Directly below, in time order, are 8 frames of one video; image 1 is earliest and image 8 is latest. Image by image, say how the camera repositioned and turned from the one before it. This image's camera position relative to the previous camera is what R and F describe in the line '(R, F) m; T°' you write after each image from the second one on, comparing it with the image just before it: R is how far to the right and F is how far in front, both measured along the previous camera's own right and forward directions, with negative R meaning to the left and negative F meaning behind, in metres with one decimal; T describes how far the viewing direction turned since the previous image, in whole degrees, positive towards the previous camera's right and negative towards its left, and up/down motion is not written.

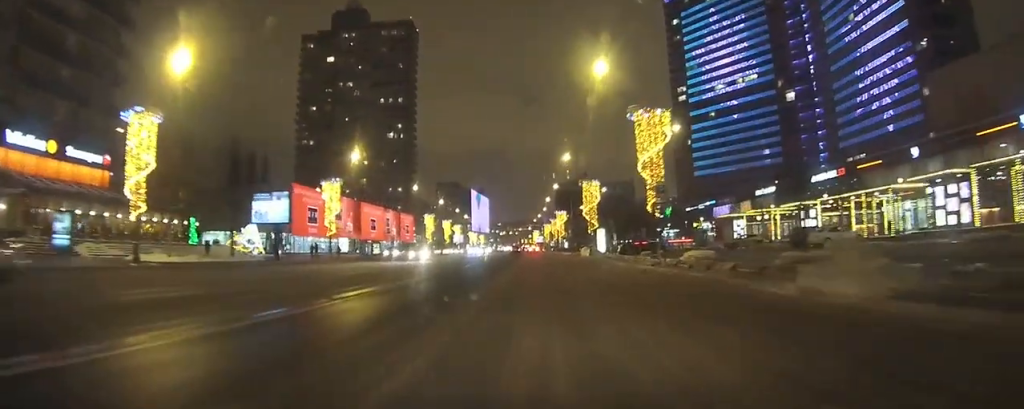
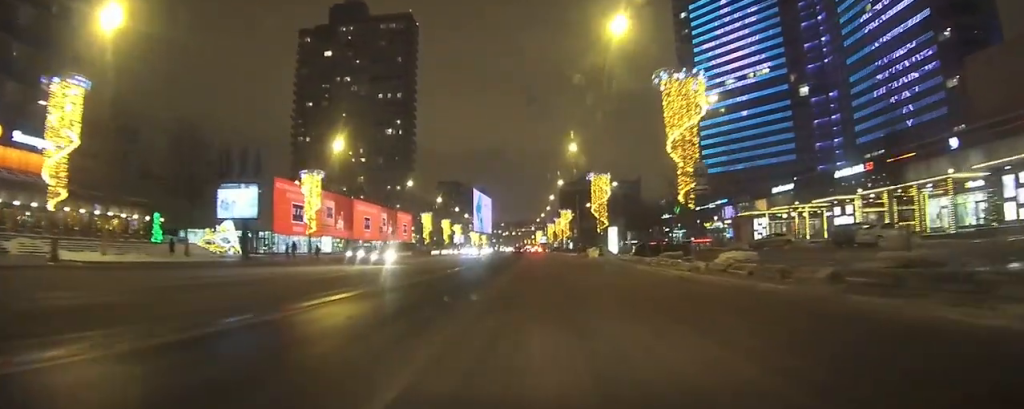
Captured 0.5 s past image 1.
(0.0, +5.3) m; +1°
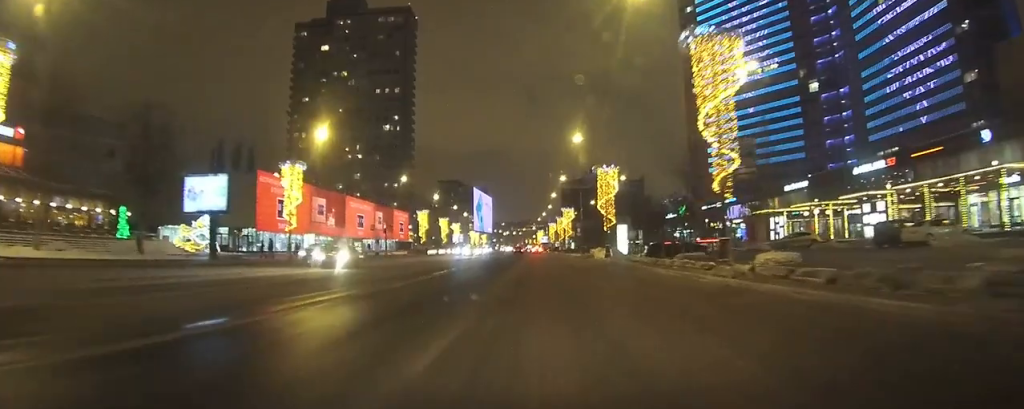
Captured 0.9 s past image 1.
(+0.2, +4.5) m; -1°
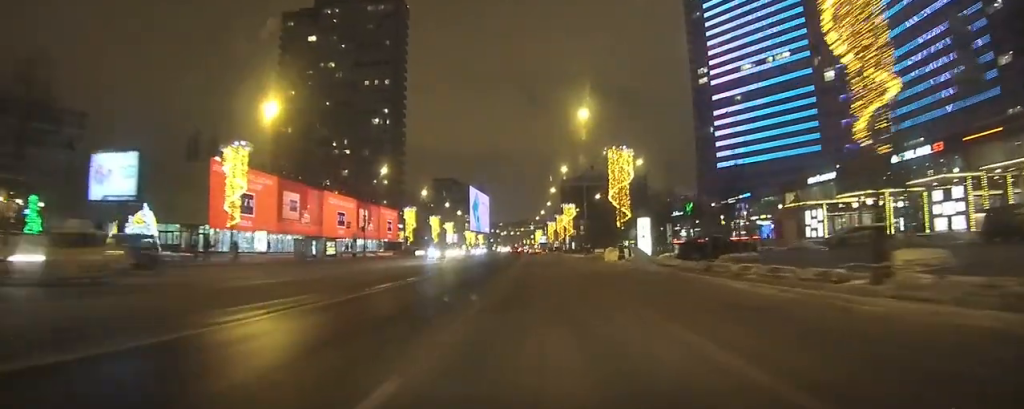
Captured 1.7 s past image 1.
(0.0, +9.3) m; -2°
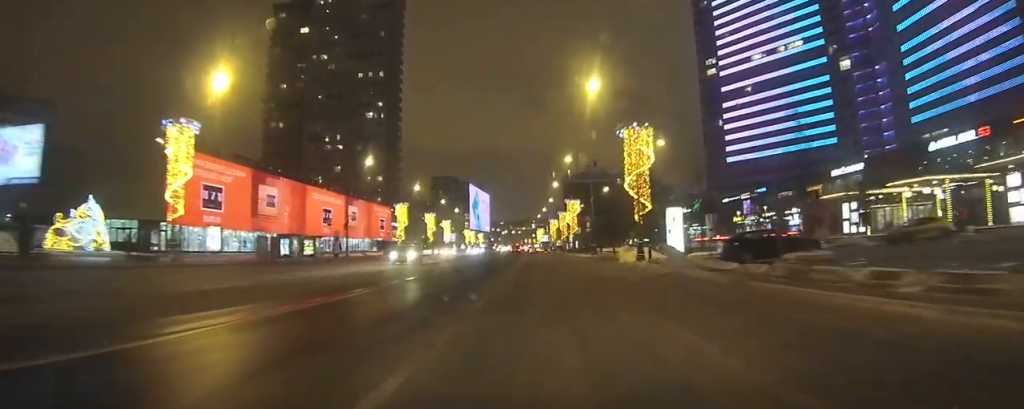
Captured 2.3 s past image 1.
(-0.5, +7.5) m; -2°
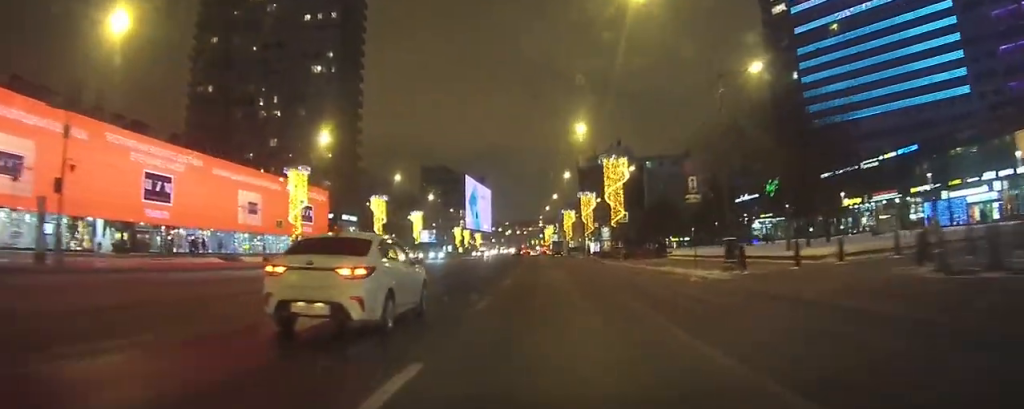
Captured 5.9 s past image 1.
(-0.3, +47.6) m; -3°
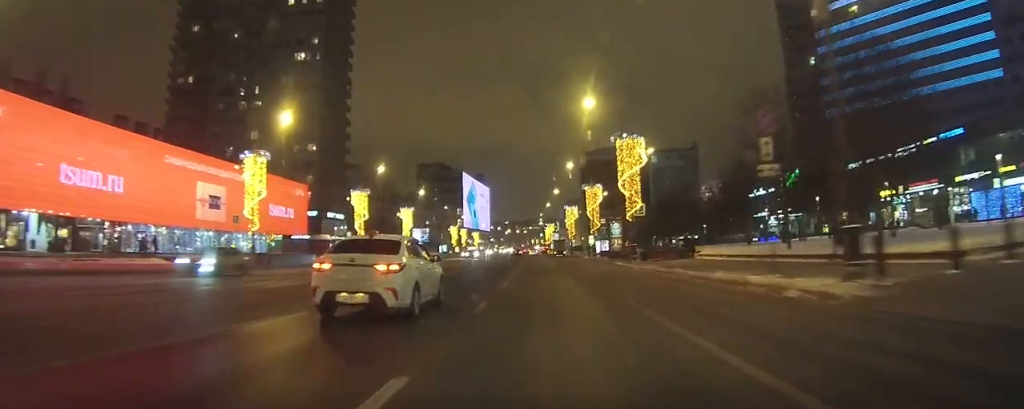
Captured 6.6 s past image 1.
(-0.2, +8.7) m; 0°
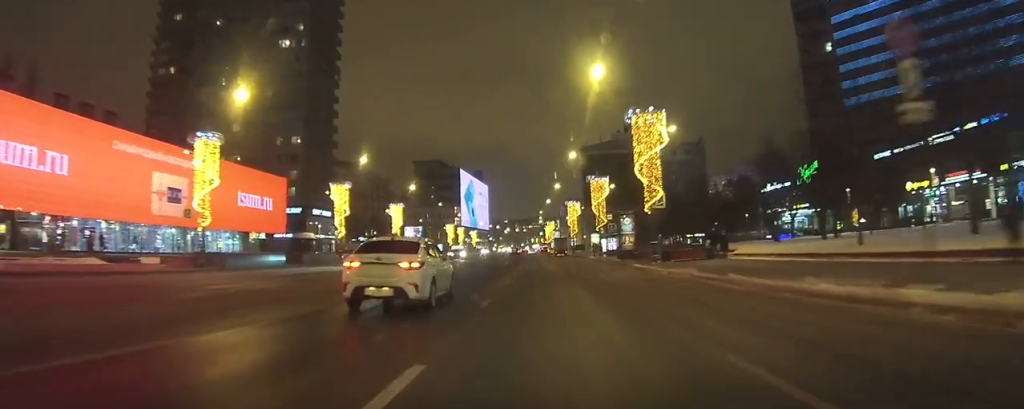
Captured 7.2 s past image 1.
(+0.2, +7.3) m; +1°
